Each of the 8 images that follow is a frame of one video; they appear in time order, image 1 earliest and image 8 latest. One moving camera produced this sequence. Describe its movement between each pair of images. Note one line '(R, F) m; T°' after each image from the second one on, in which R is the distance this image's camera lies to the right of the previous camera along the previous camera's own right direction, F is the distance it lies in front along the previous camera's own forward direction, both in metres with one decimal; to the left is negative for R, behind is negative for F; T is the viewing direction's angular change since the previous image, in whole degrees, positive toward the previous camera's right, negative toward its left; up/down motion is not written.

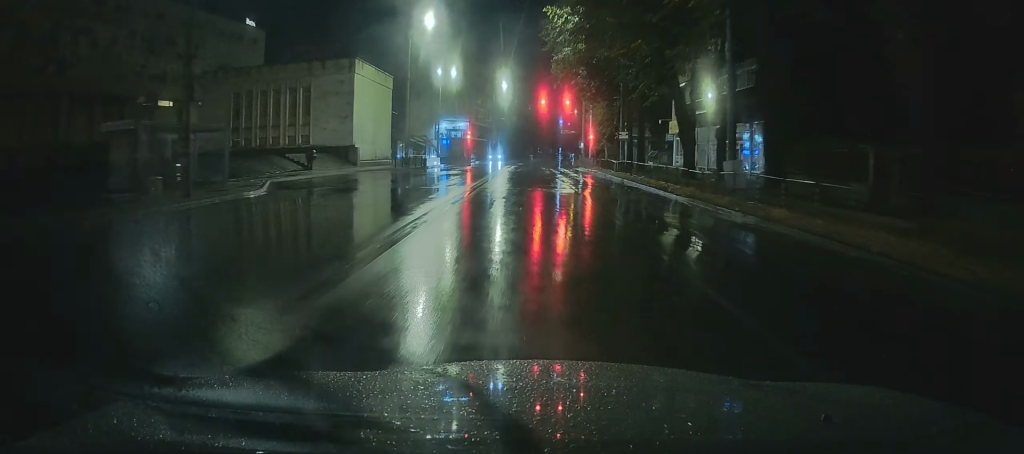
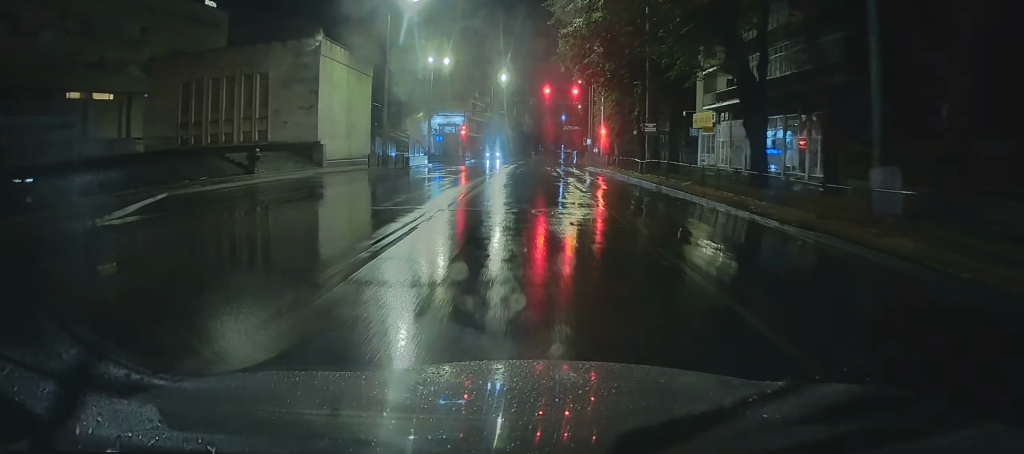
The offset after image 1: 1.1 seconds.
(+0.1, +9.2) m; -1°
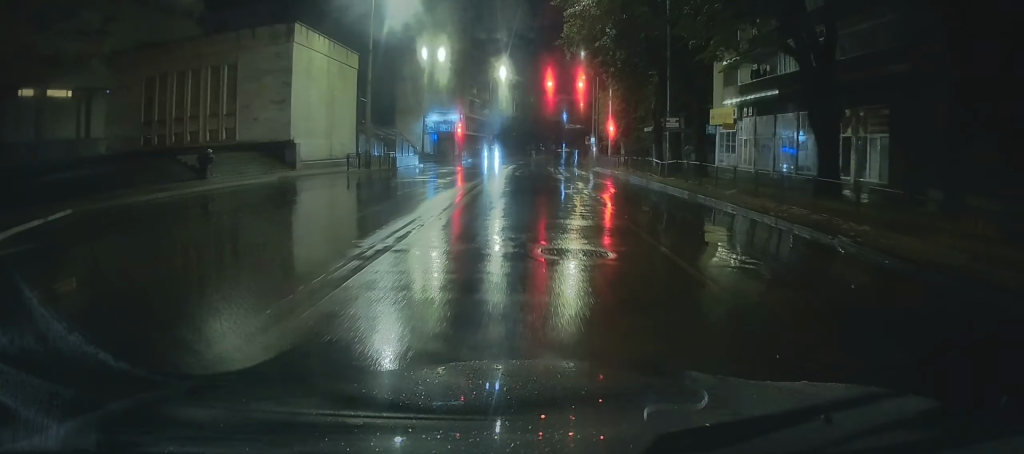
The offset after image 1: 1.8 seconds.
(-0.2, +5.2) m; -1°
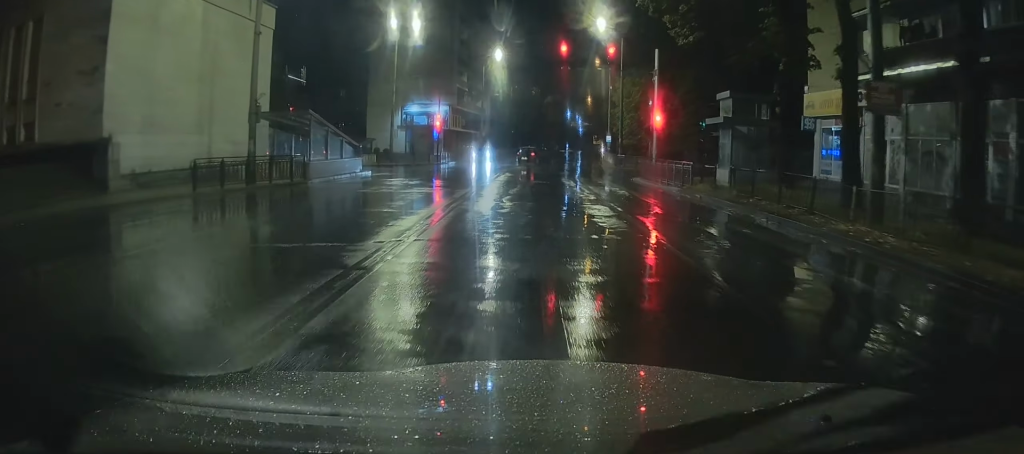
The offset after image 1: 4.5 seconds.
(+0.3, +18.2) m; +2°
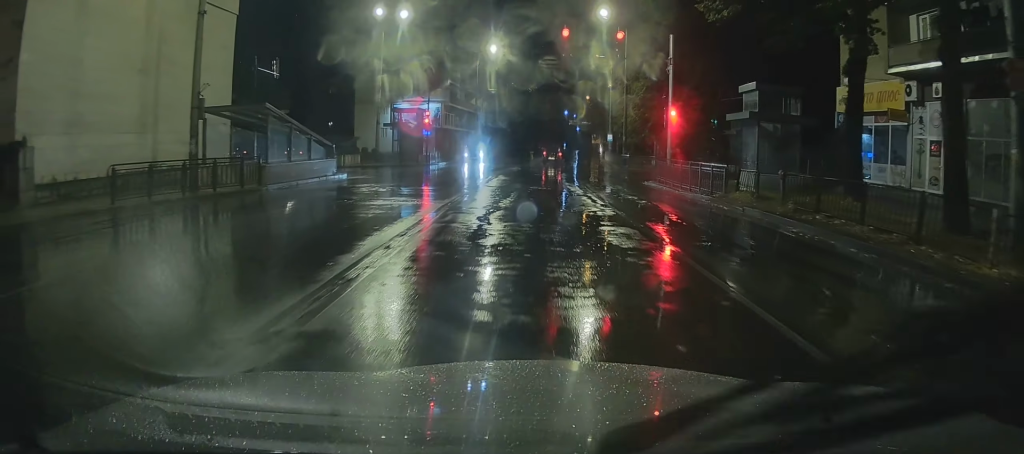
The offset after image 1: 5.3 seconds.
(0.0, +4.5) m; +1°
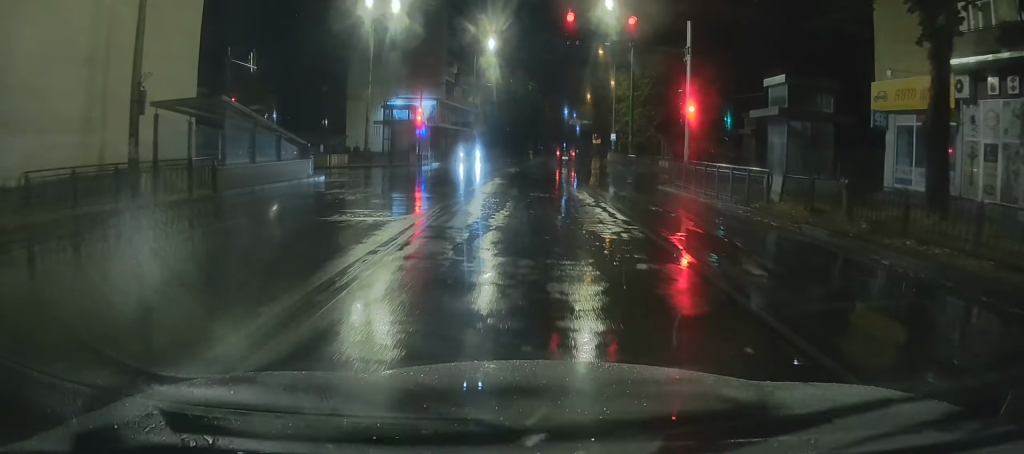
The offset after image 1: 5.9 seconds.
(+0.1, +3.7) m; +1°
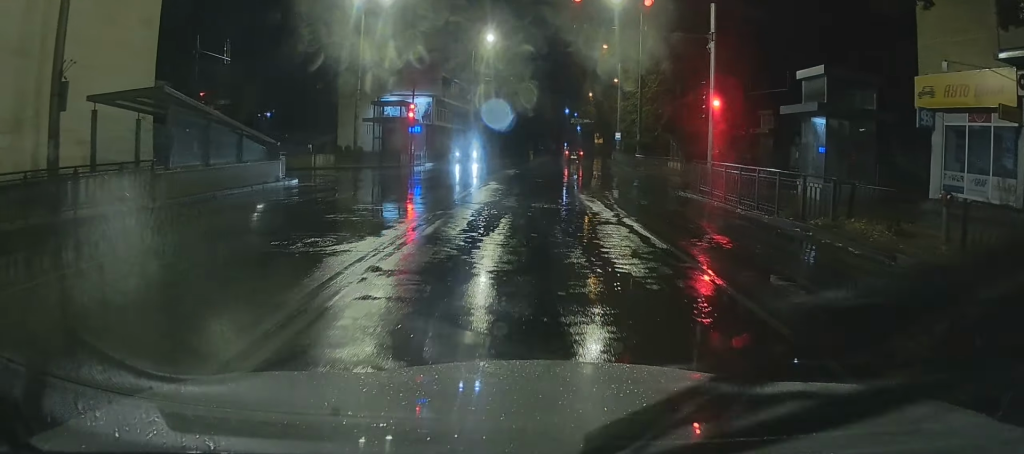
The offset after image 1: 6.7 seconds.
(0.0, +3.6) m; 0°
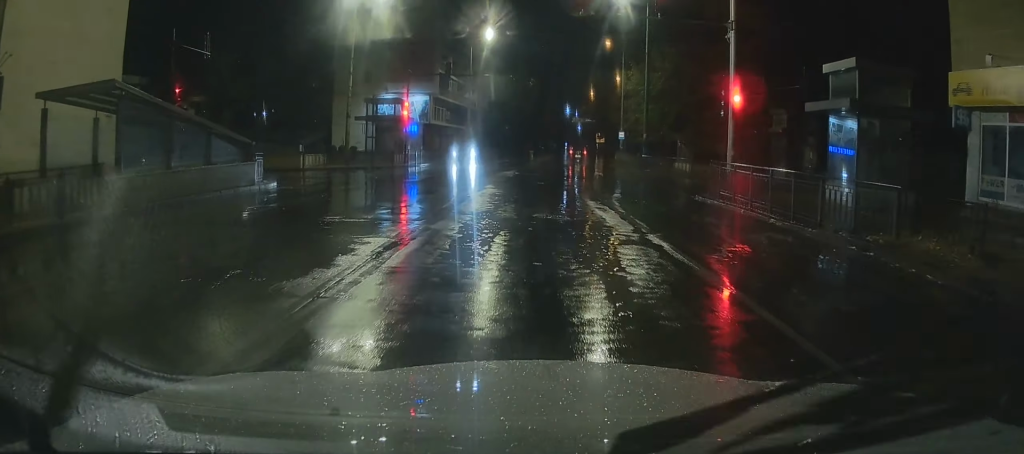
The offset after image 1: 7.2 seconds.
(0.0, +2.3) m; 0°
